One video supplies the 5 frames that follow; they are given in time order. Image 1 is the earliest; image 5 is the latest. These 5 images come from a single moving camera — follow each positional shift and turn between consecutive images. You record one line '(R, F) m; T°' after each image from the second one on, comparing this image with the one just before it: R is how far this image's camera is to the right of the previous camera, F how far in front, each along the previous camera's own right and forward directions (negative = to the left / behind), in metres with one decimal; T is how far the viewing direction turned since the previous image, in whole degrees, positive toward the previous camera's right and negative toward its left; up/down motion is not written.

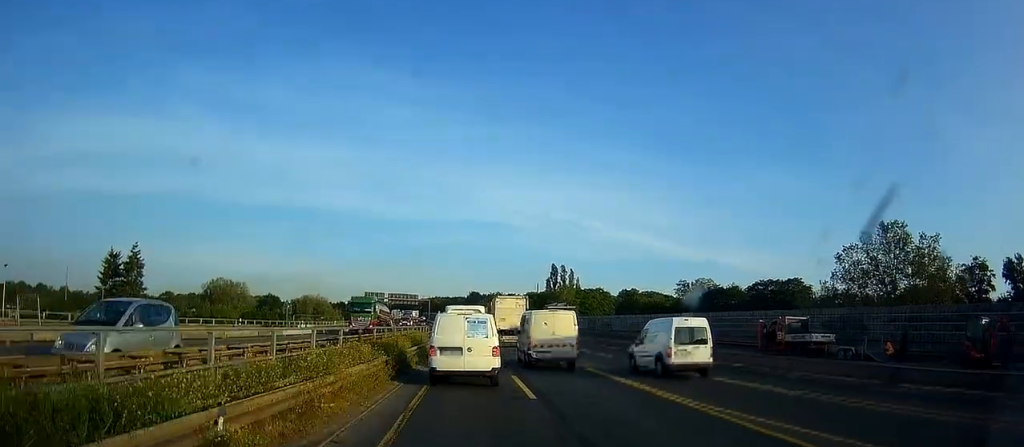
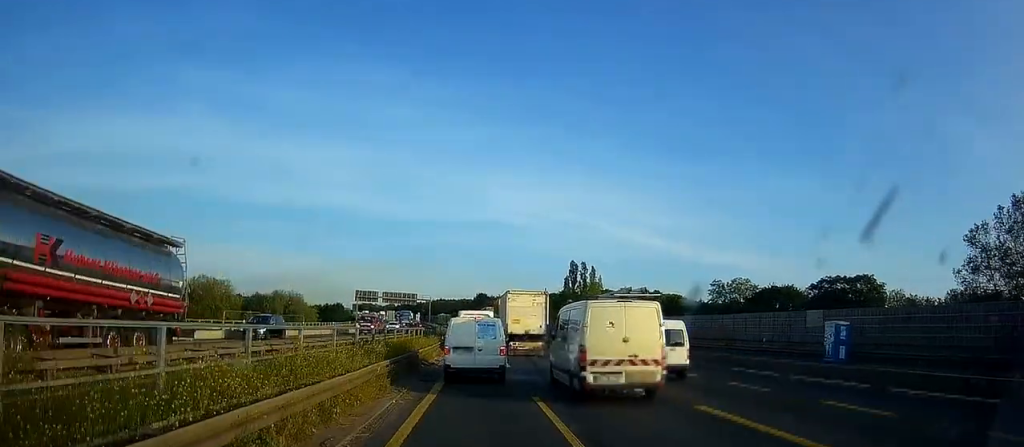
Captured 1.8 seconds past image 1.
(+0.4, +24.0) m; 0°
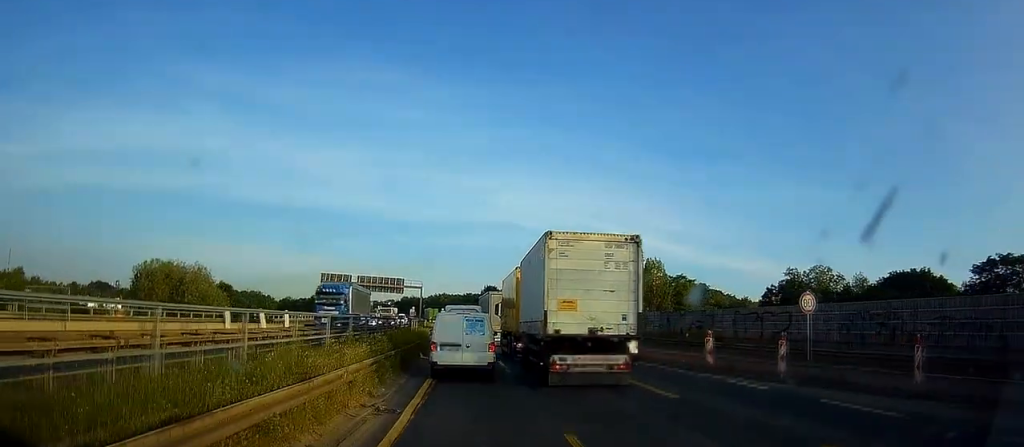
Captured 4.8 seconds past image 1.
(-0.1, +41.0) m; -1°
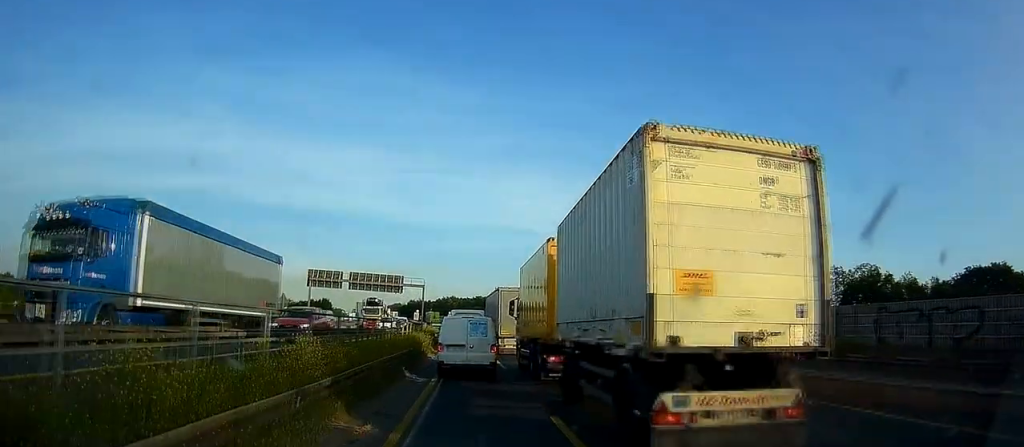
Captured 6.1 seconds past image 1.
(-0.2, +16.3) m; -1°
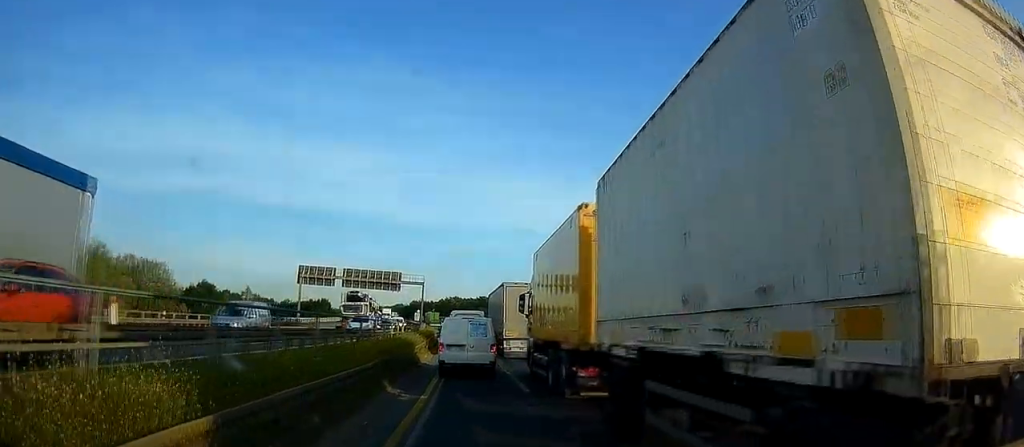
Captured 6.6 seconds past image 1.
(0.0, +7.8) m; 0°
